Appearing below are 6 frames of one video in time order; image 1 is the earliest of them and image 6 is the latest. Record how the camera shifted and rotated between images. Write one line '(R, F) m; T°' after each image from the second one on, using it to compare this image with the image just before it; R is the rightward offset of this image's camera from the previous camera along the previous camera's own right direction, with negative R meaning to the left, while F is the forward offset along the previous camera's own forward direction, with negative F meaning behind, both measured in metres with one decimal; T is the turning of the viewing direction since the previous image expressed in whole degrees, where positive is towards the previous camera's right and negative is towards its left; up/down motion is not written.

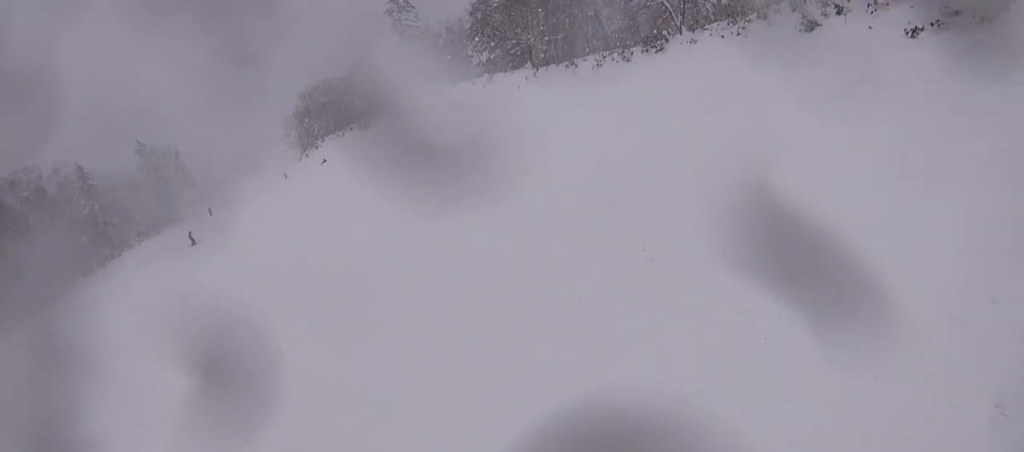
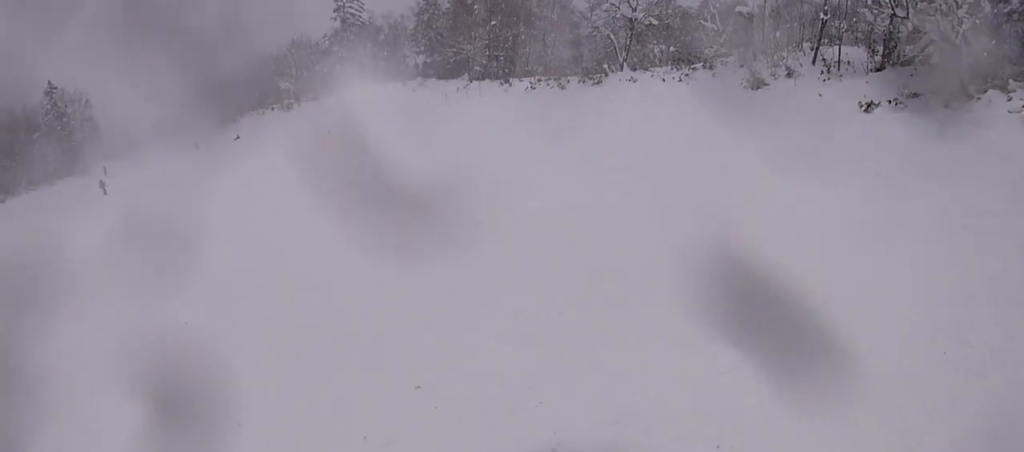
(+0.3, +3.9) m; -6°
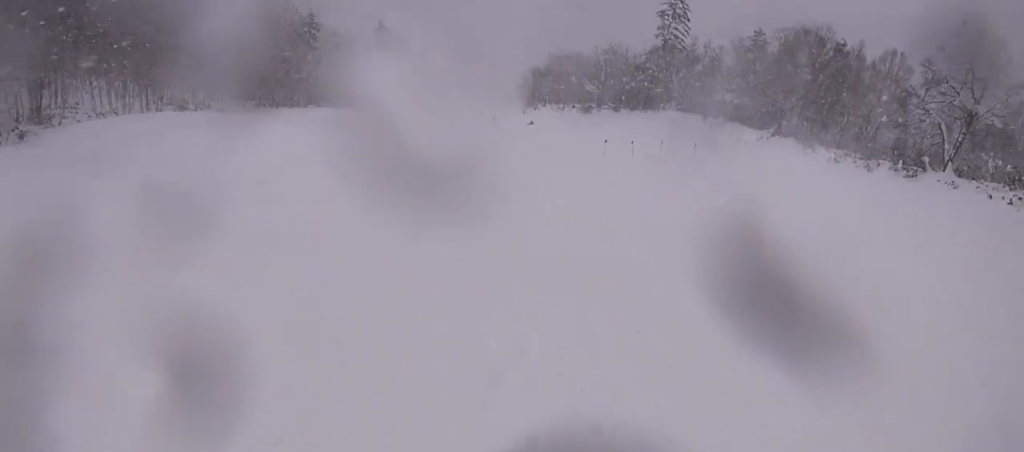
(-1.0, +4.6) m; -40°
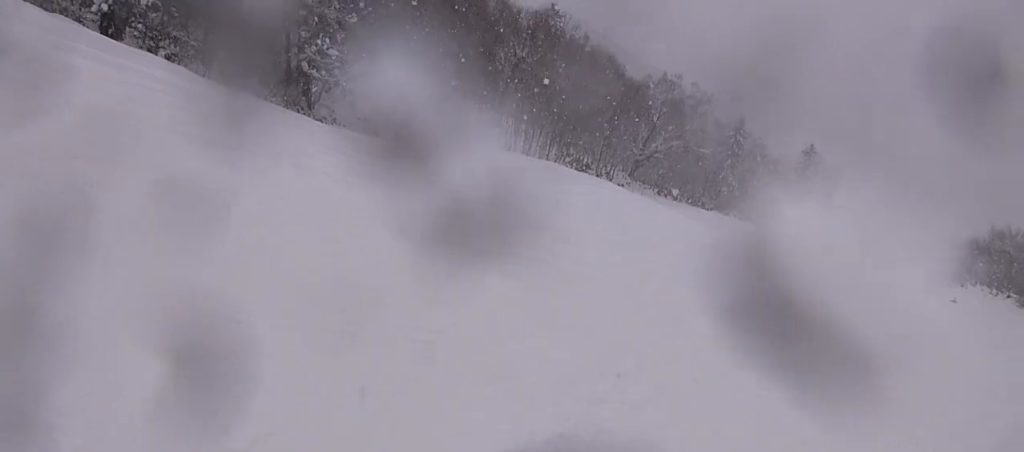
(-3.6, +6.2) m; -43°
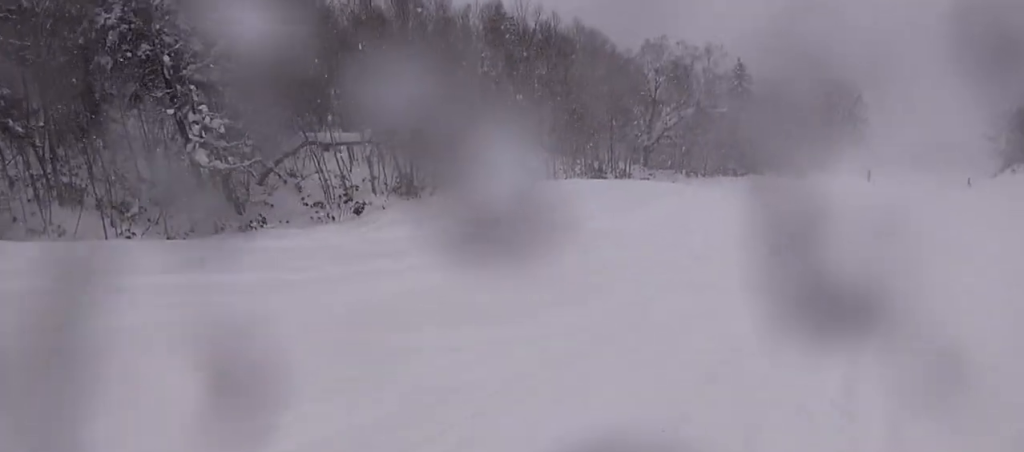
(-2.4, +12.1) m; +25°
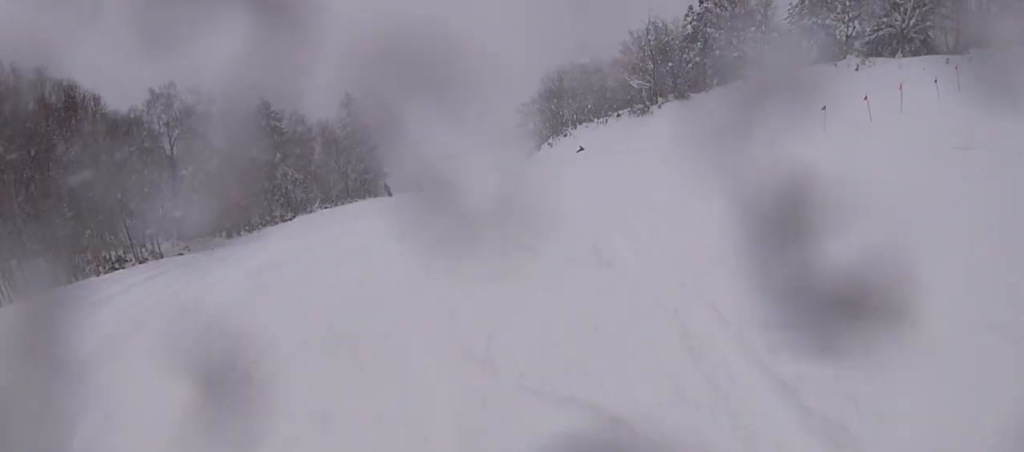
(+5.2, +5.8) m; +44°
